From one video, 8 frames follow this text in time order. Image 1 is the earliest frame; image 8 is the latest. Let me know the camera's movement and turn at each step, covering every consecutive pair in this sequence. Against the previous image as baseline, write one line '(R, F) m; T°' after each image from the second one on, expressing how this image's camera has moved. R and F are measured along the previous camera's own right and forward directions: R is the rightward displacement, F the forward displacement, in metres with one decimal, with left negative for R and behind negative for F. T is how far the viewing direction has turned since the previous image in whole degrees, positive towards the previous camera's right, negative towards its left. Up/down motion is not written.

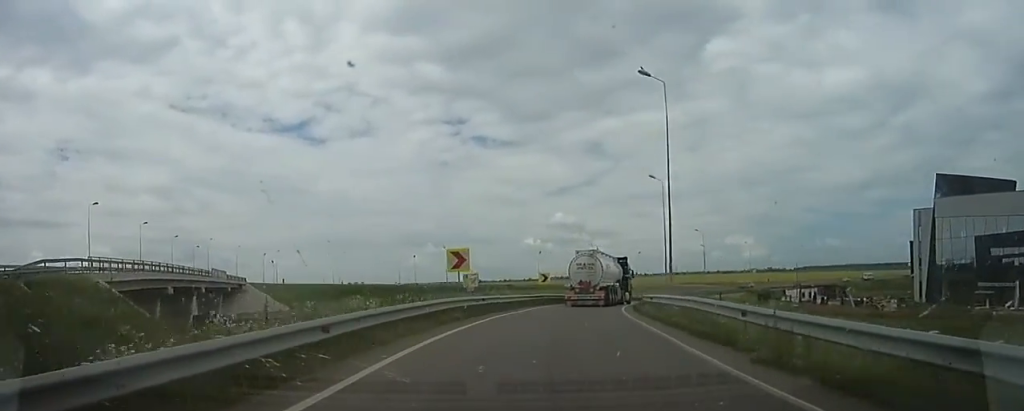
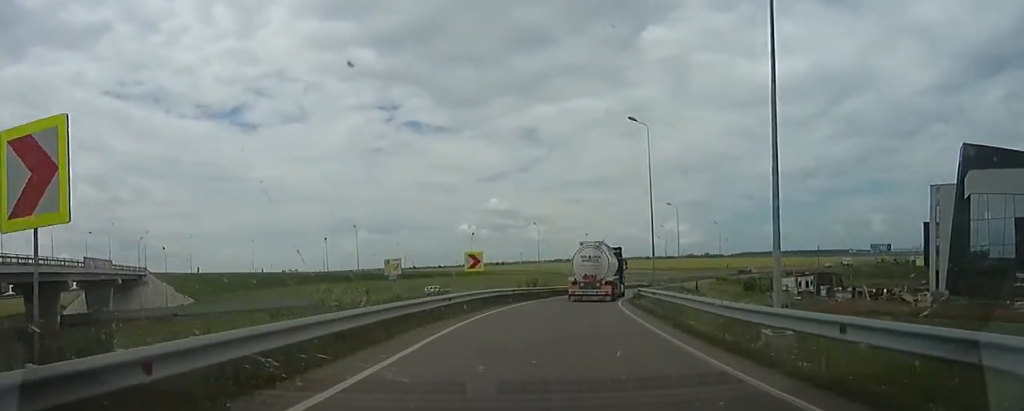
(+2.1, +16.3) m; +8°
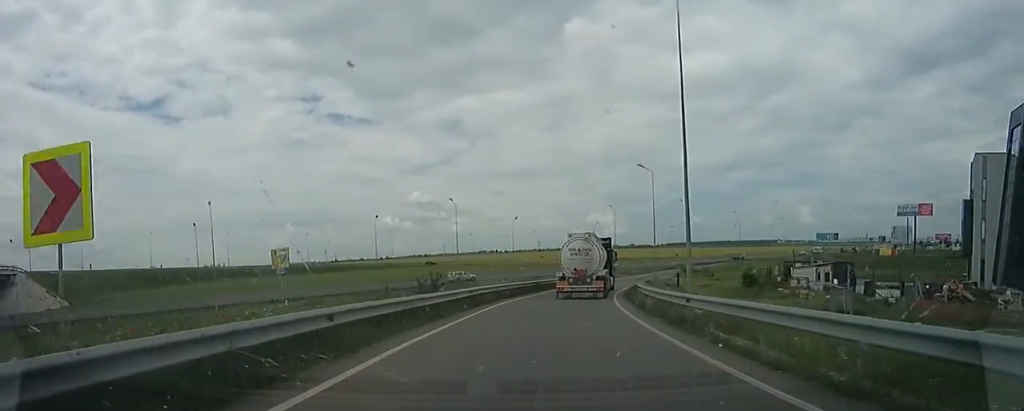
(+1.5, +19.3) m; +8°
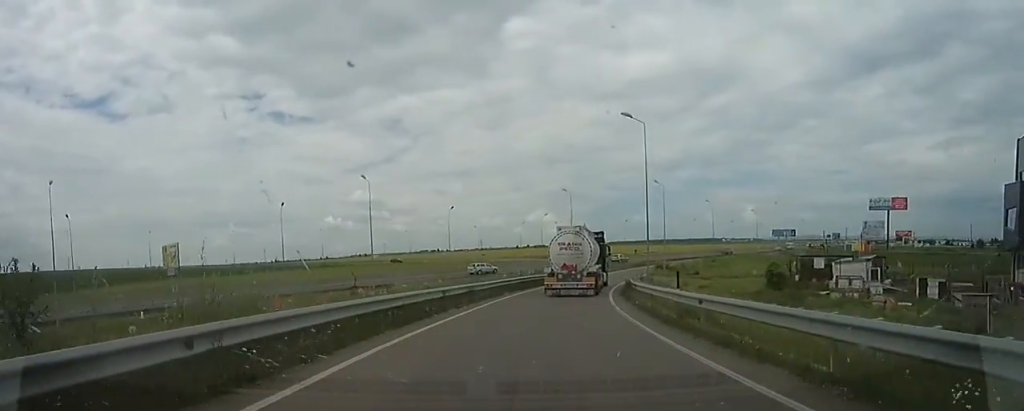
(+0.6, +14.7) m; +5°
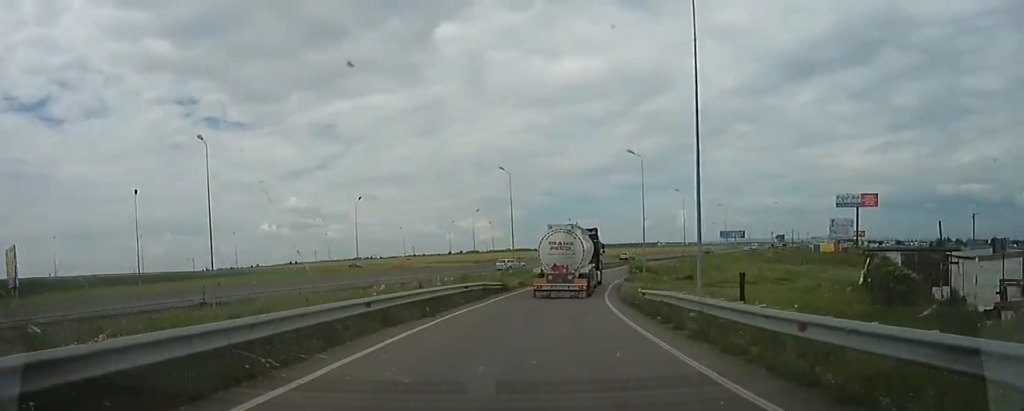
(+1.0, +17.1) m; +6°
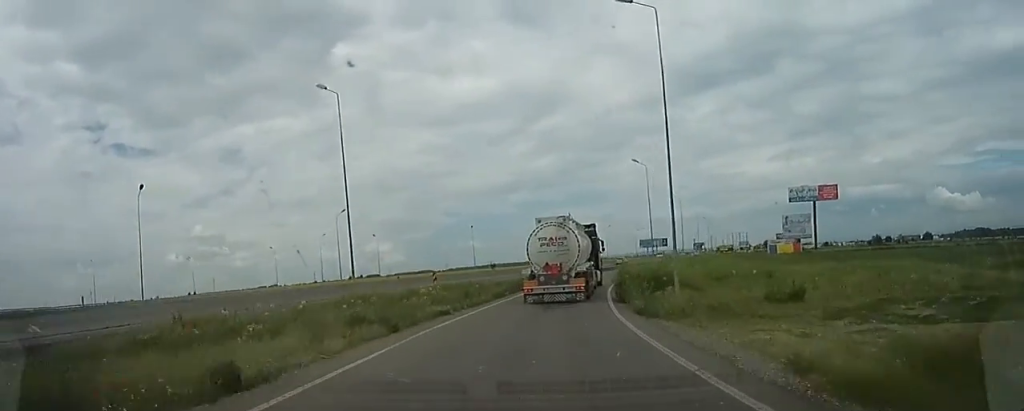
(+2.2, +25.6) m; +11°
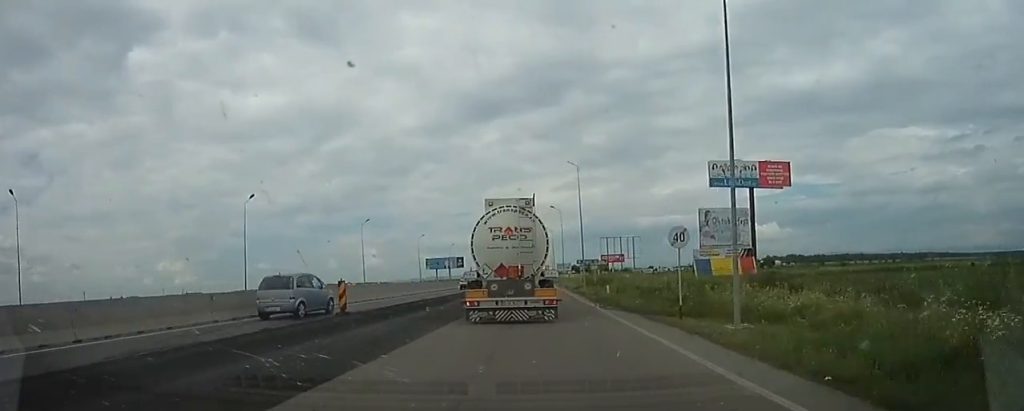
(+14.0, +64.1) m; +20°
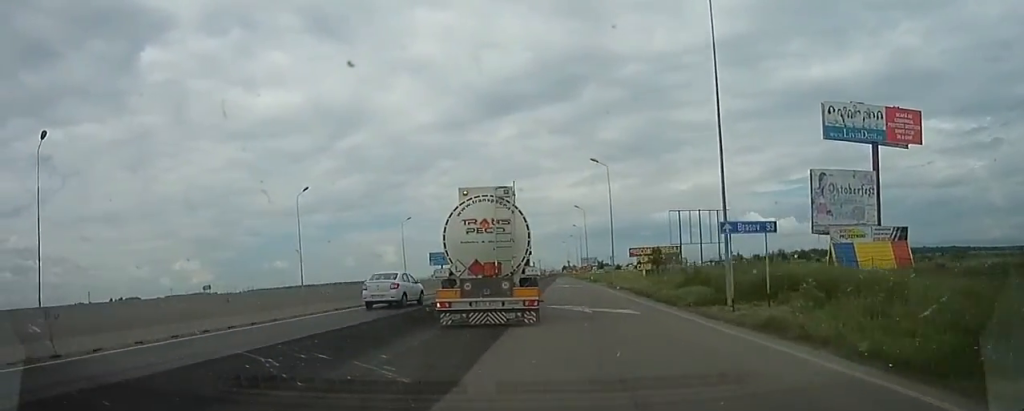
(0.0, +26.6) m; -8°
